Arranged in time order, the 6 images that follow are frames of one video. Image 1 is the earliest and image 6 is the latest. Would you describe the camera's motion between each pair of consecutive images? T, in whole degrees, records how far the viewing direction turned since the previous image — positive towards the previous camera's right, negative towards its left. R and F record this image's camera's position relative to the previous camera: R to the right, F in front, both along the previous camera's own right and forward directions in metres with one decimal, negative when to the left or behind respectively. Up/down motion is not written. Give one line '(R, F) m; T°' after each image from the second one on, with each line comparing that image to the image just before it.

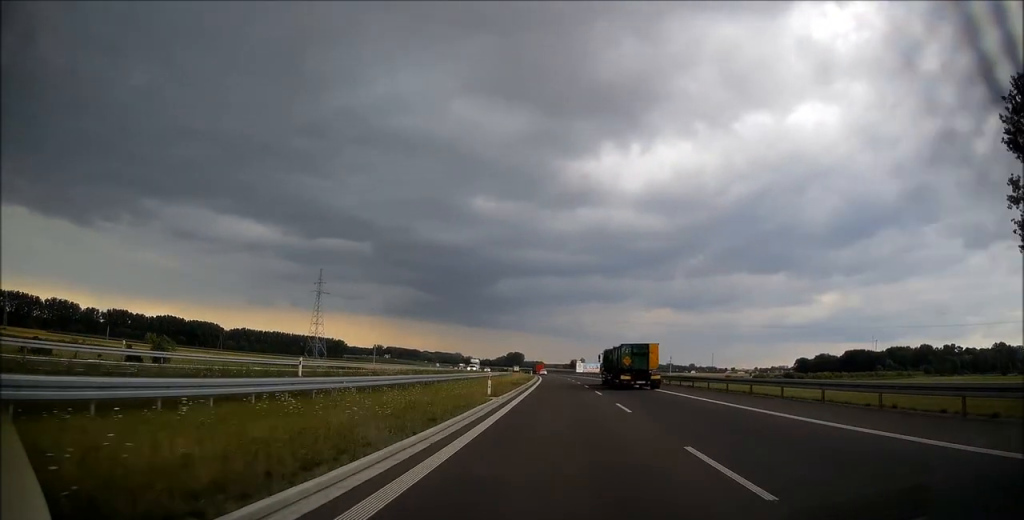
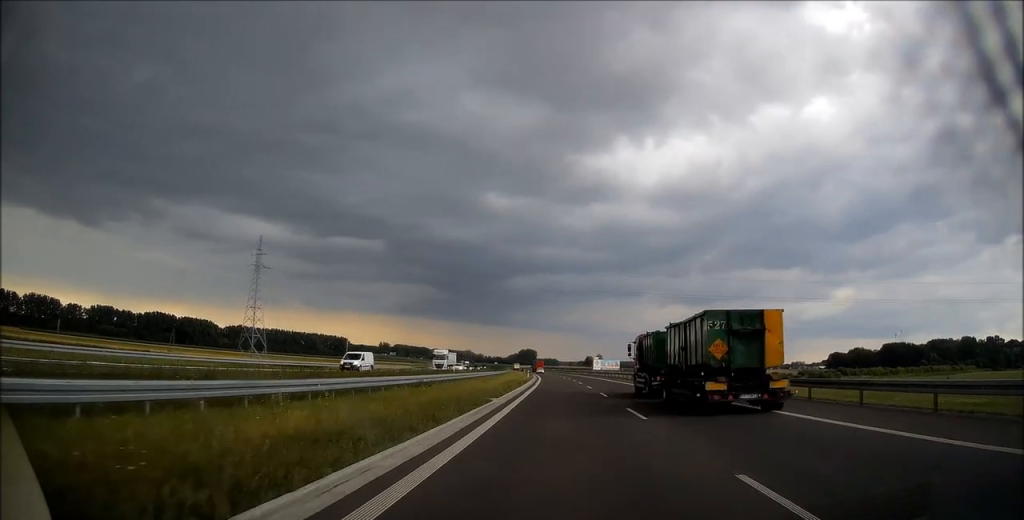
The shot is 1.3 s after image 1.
(-0.3, +50.8) m; 0°
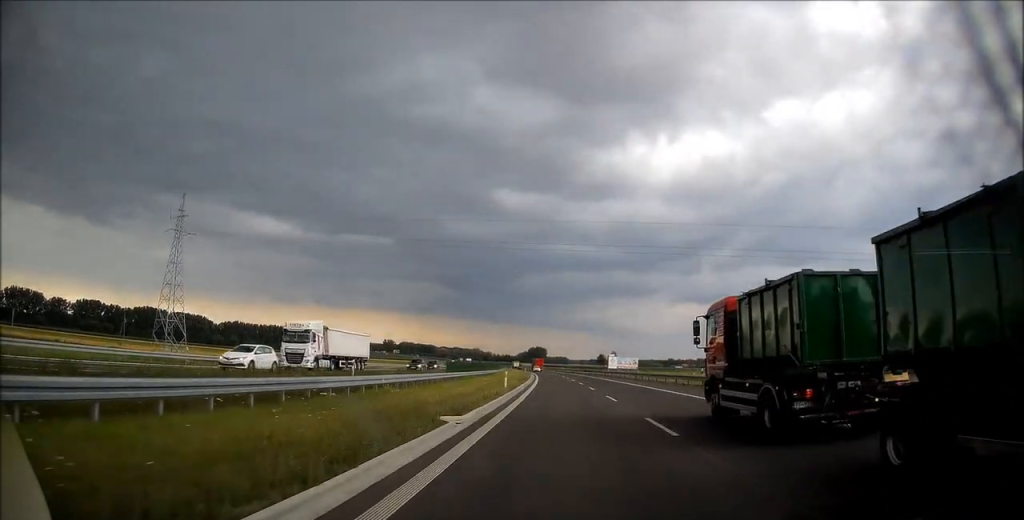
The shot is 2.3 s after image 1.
(0.0, +40.0) m; -1°
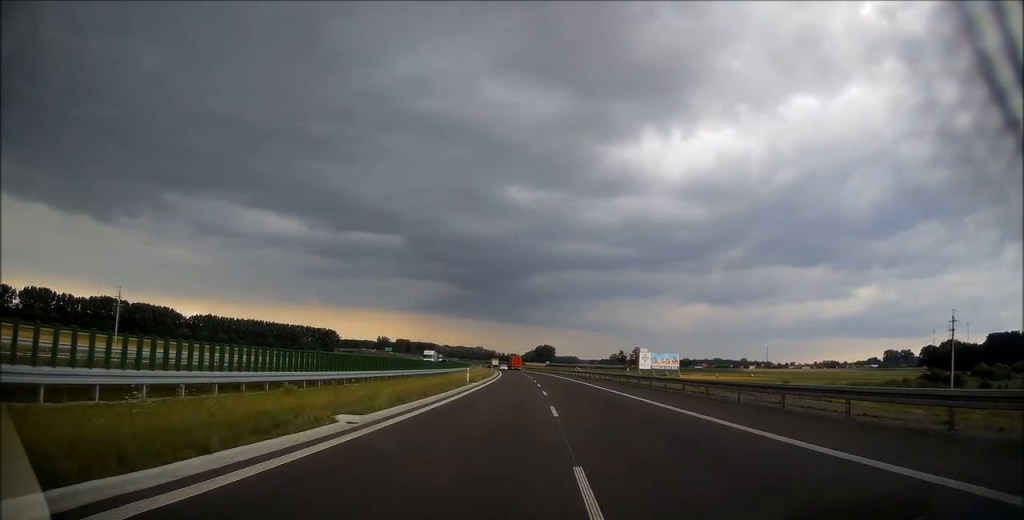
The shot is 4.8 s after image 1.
(-1.6, +92.1) m; -2°
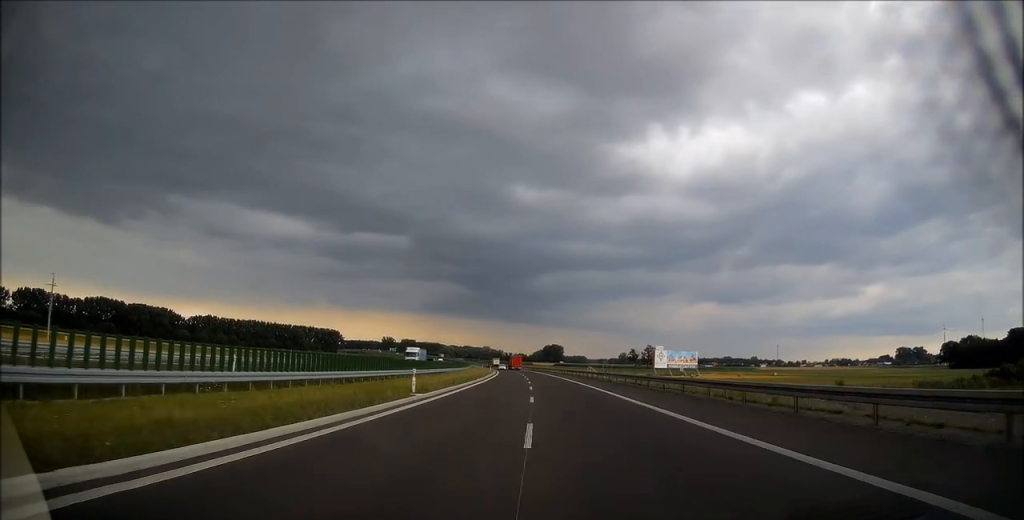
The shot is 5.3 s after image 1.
(-0.3, +18.3) m; 0°
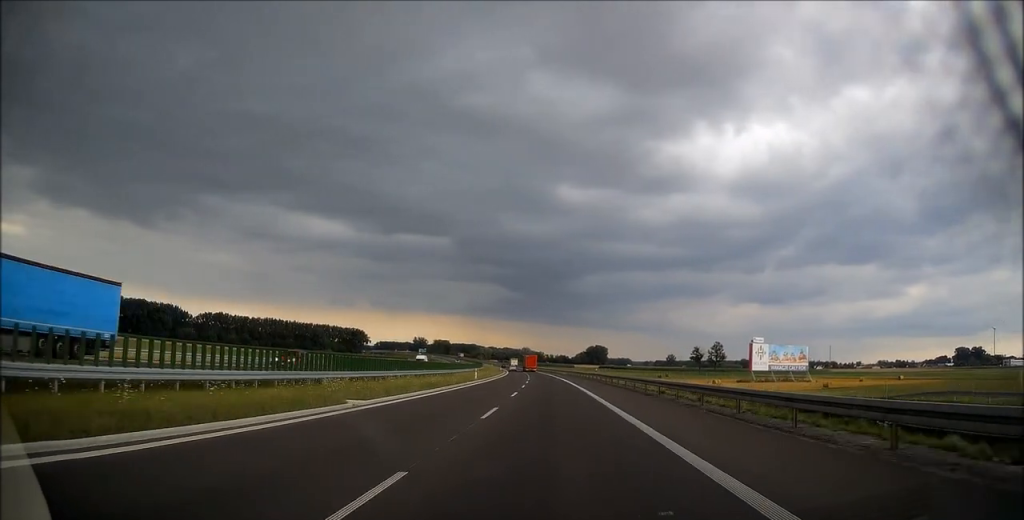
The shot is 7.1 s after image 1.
(-1.3, +66.5) m; -3°
